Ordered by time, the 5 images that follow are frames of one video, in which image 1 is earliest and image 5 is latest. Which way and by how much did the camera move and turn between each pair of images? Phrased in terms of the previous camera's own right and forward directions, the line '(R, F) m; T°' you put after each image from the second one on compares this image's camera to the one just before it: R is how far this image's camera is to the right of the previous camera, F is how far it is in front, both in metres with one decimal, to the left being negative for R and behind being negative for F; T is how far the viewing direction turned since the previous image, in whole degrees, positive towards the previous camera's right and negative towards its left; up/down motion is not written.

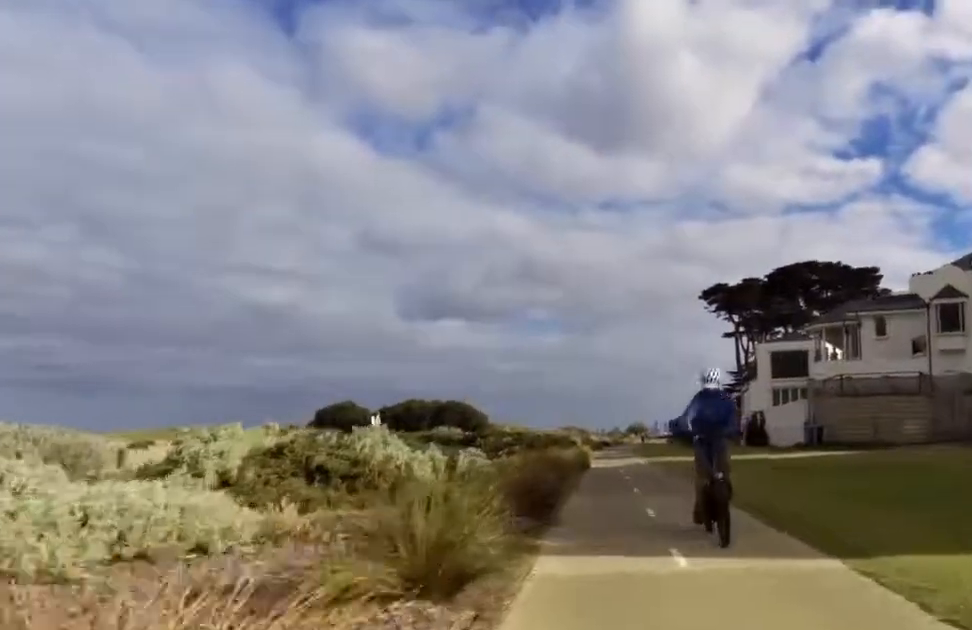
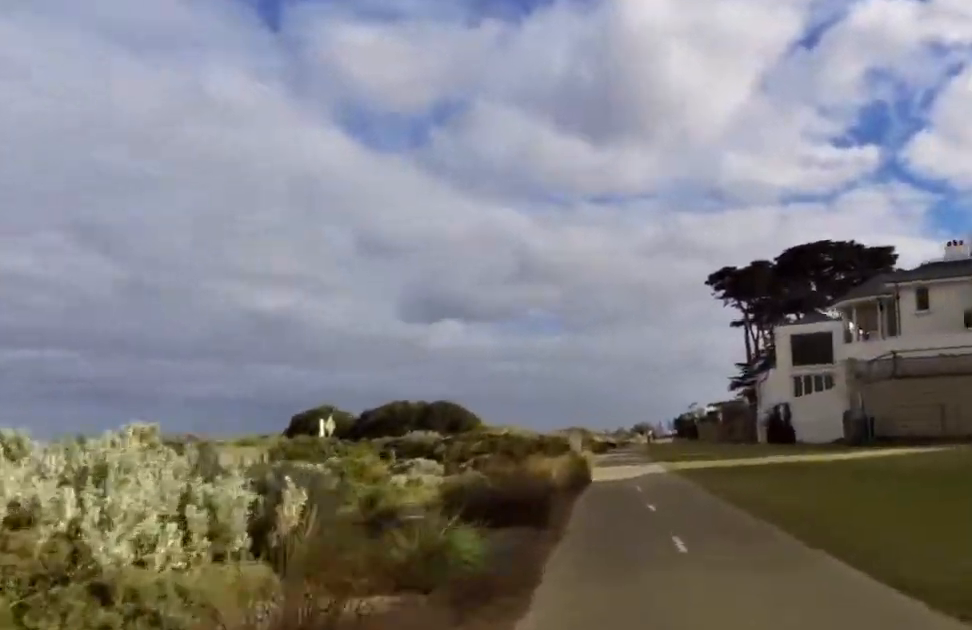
(+0.2, +7.1) m; +9°
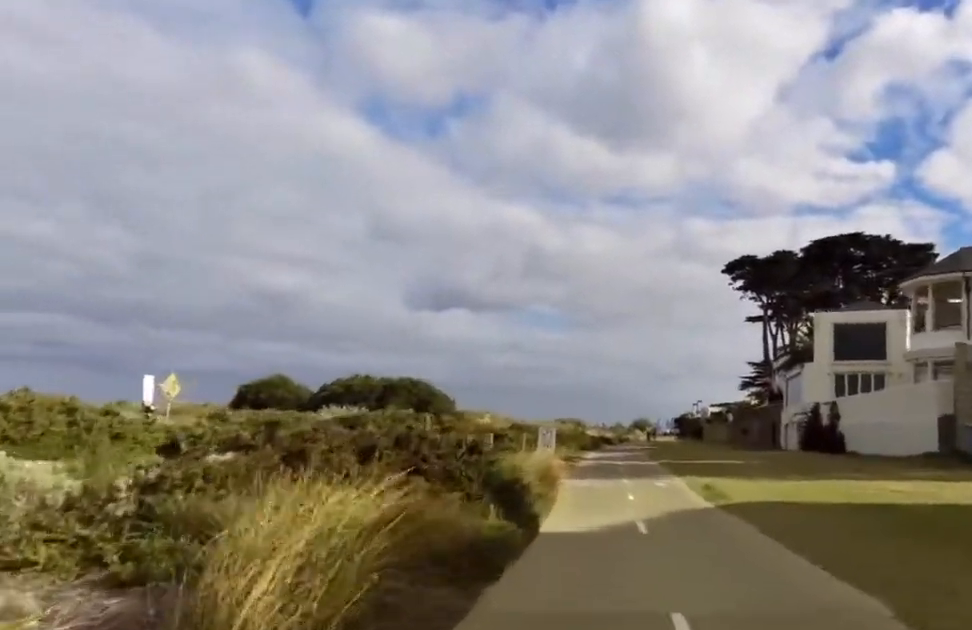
(+0.8, +11.9) m; -3°
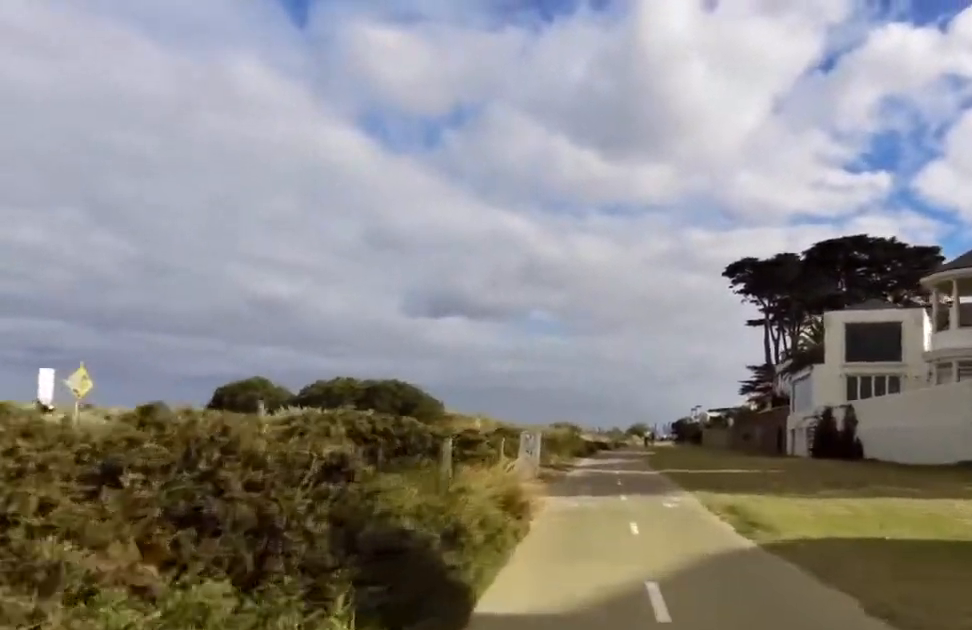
(-0.3, +3.3) m; -5°
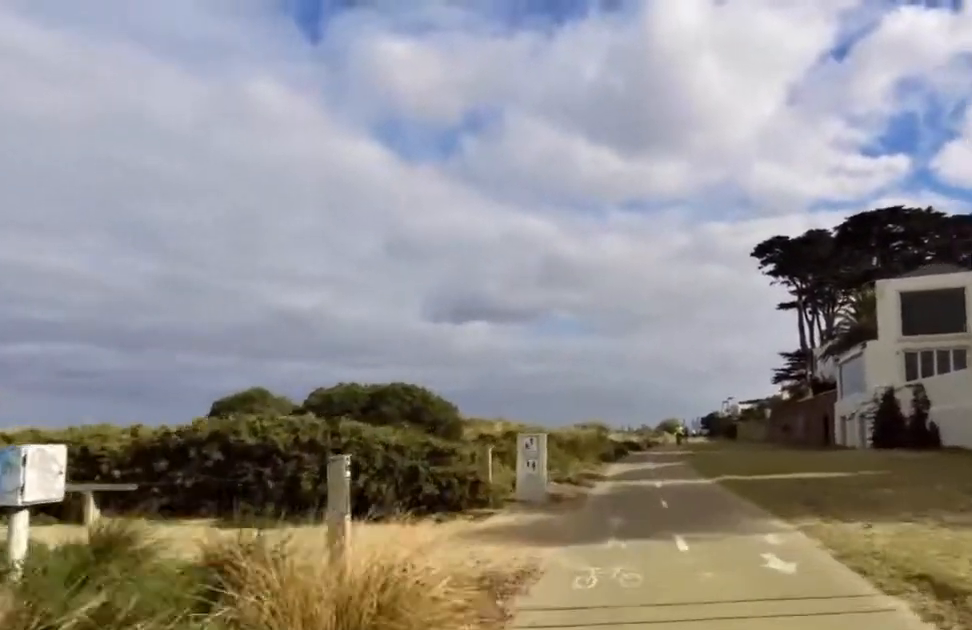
(-0.2, +5.2) m; -2°
